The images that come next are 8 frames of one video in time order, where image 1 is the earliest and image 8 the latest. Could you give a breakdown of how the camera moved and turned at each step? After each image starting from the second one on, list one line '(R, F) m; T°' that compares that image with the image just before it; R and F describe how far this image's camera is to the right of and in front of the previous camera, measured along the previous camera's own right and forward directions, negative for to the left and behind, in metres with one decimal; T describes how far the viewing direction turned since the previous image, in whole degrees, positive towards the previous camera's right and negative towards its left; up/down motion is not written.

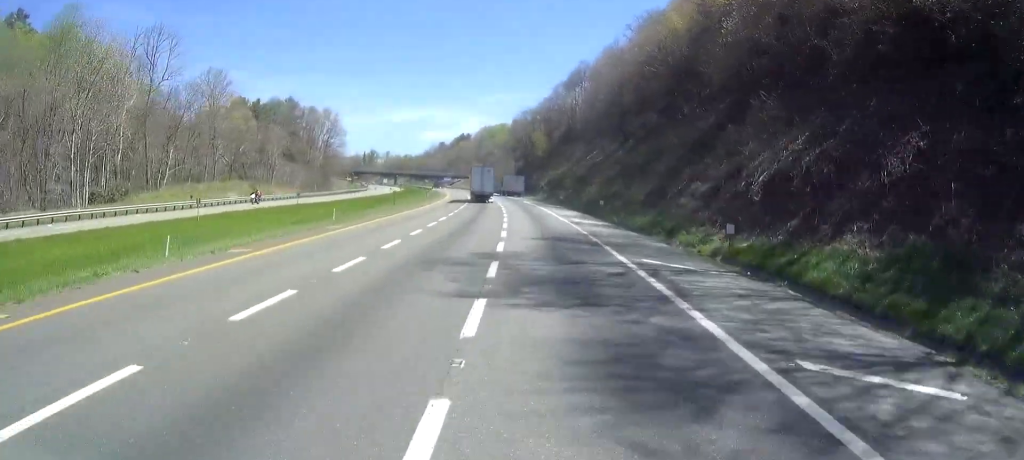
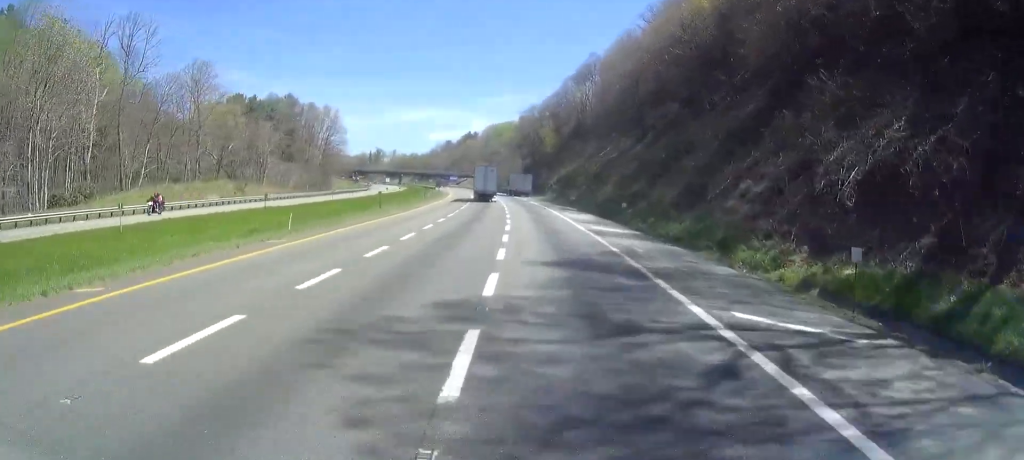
(-0.1, +8.1) m; -1°
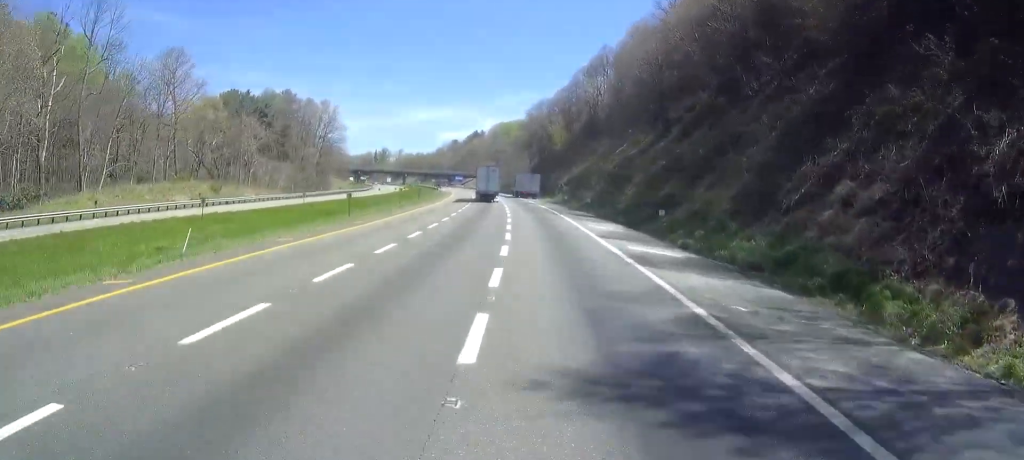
(-0.1, +10.0) m; -1°
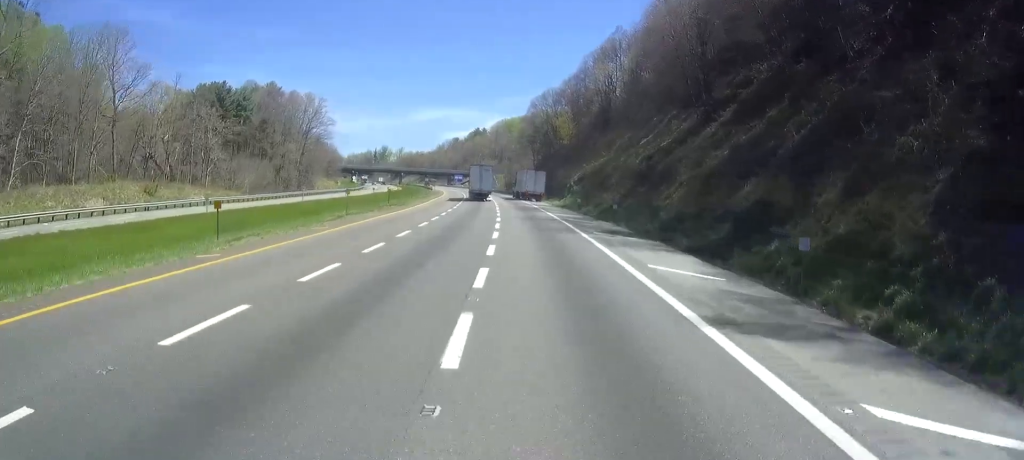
(-0.1, +17.5) m; -2°
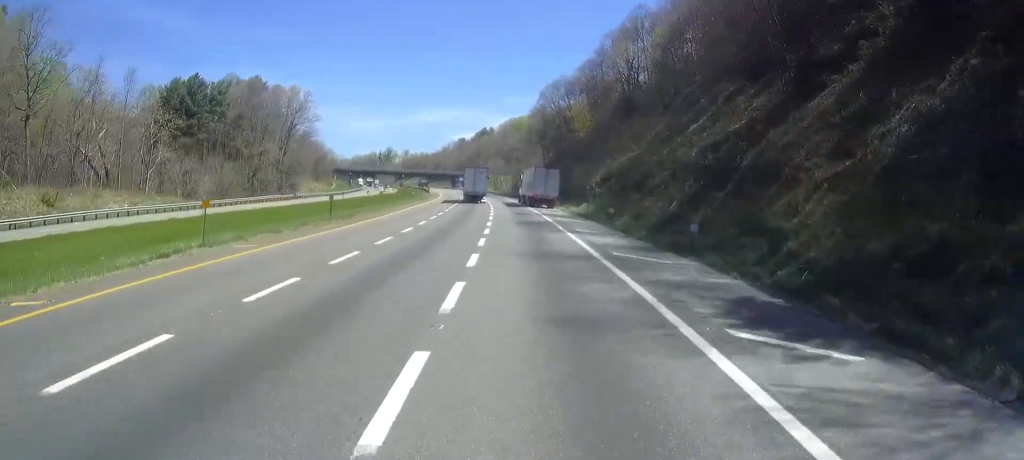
(-0.4, +19.9) m; -1°
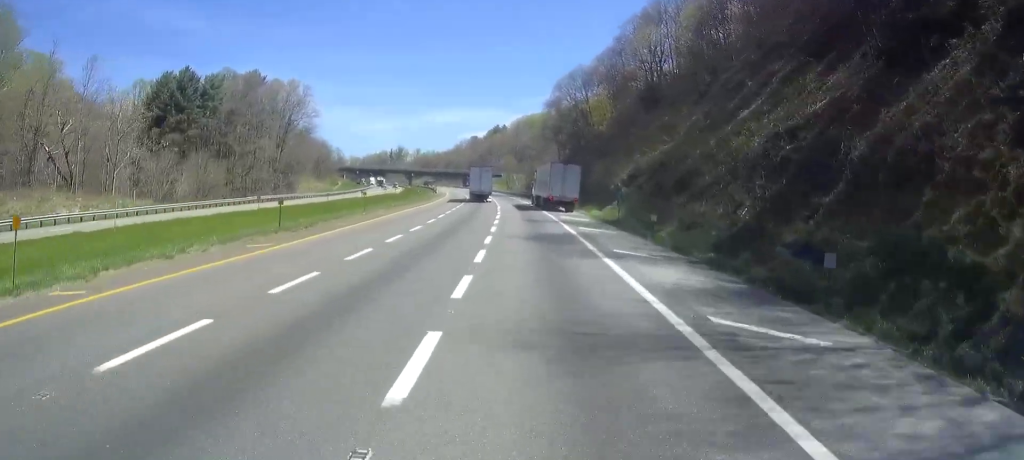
(0.0, +10.6) m; 0°
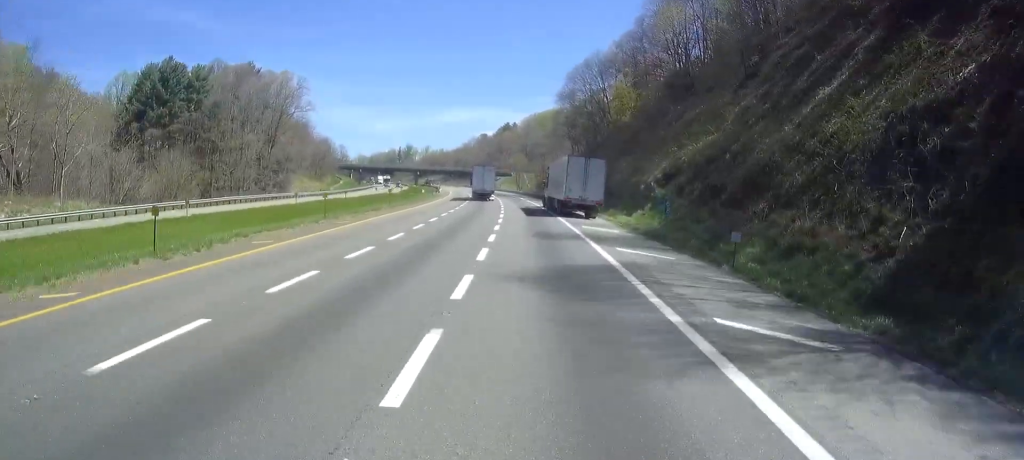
(0.0, +12.0) m; -1°
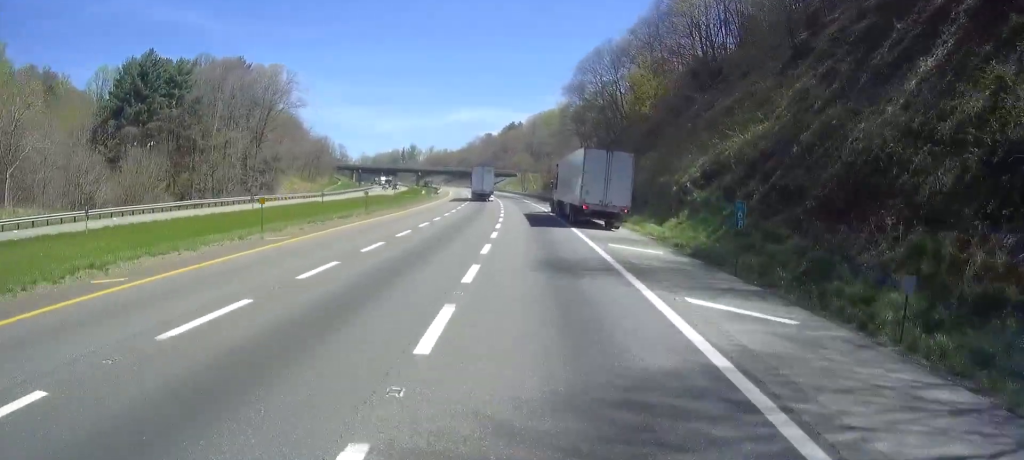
(-0.1, +10.1) m; -1°
